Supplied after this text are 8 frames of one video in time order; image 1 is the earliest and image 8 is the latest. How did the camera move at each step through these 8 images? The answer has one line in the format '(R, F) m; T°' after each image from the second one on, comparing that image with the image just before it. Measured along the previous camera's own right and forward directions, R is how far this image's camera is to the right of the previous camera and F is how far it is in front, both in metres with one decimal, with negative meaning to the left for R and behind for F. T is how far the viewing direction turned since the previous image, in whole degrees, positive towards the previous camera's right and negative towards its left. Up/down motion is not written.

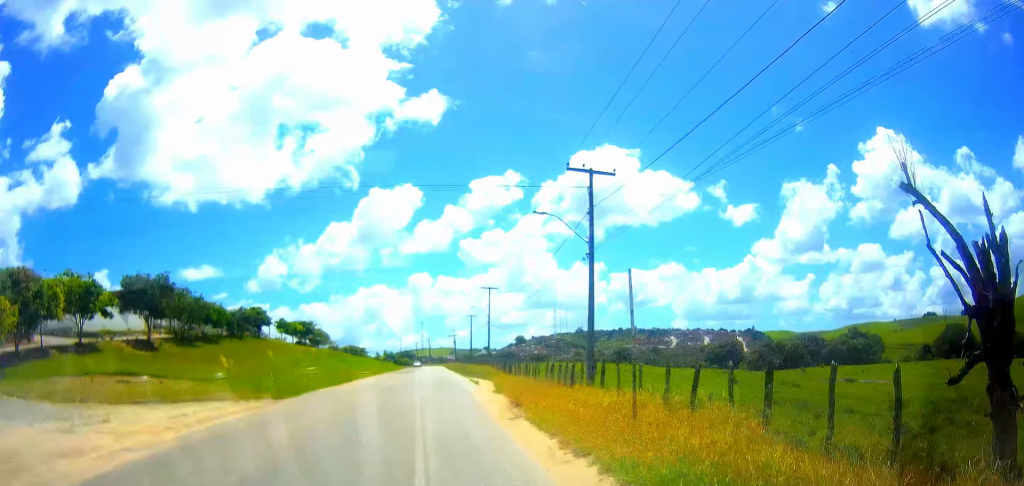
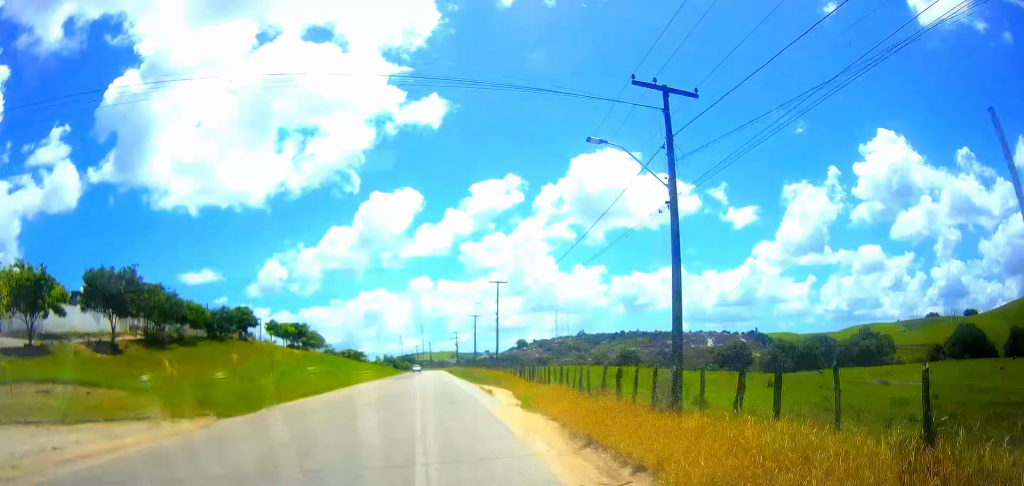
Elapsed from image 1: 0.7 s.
(0.0, +7.9) m; 0°
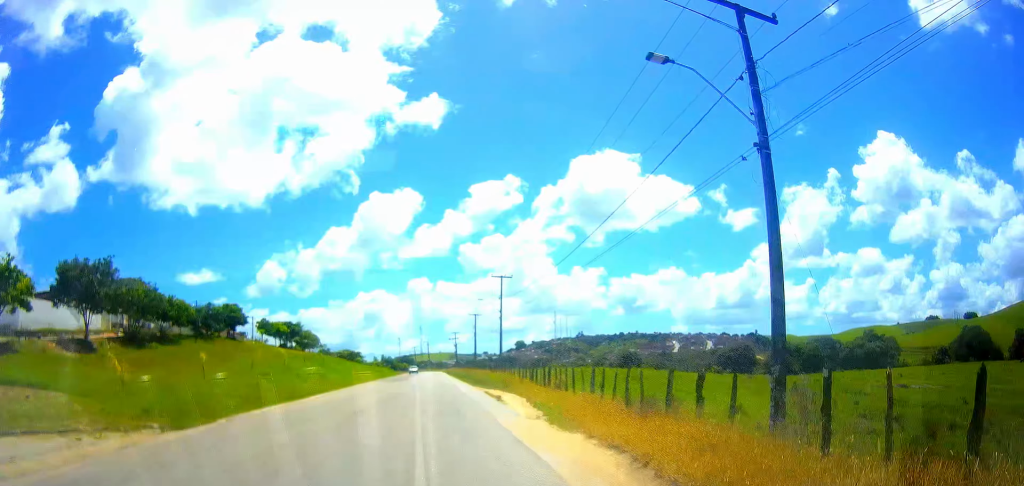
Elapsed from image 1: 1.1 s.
(0.0, +4.6) m; 0°
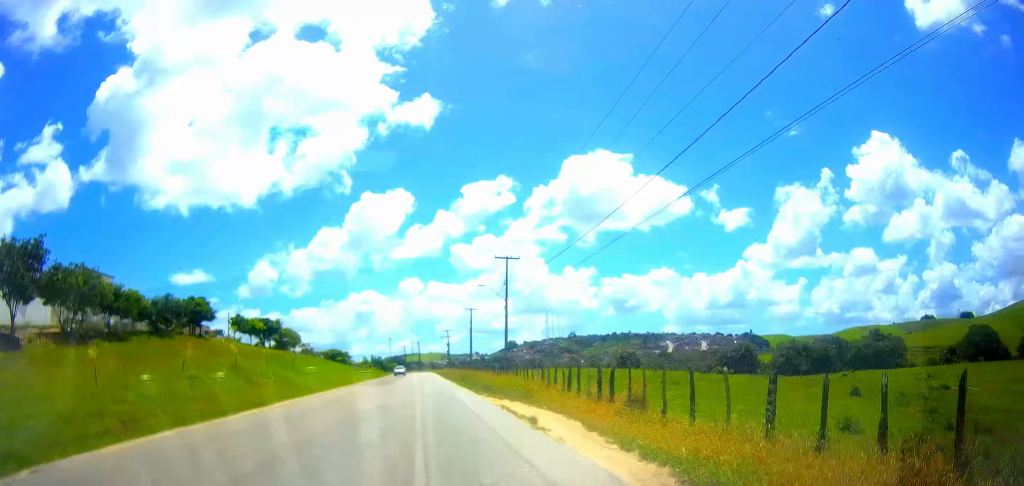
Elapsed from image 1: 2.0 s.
(0.0, +9.9) m; -1°
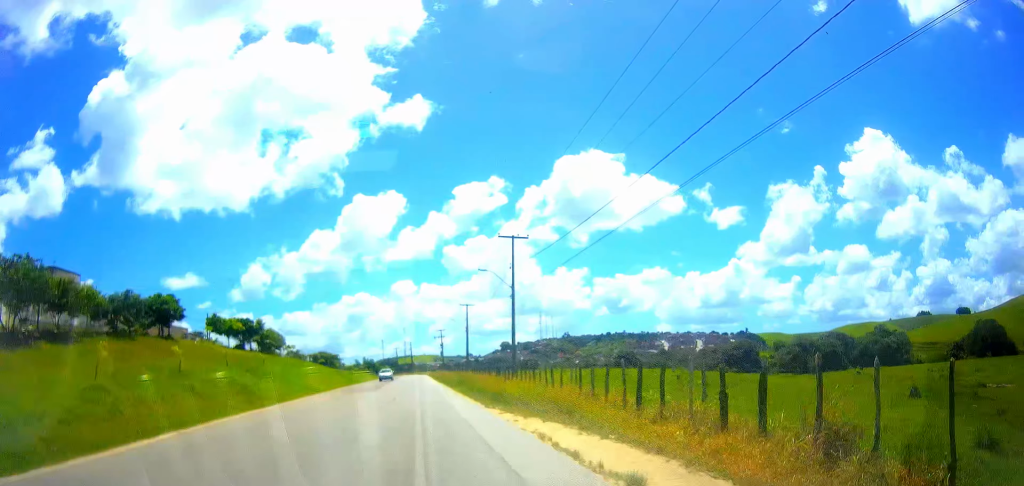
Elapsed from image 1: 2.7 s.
(-0.1, +7.5) m; -1°
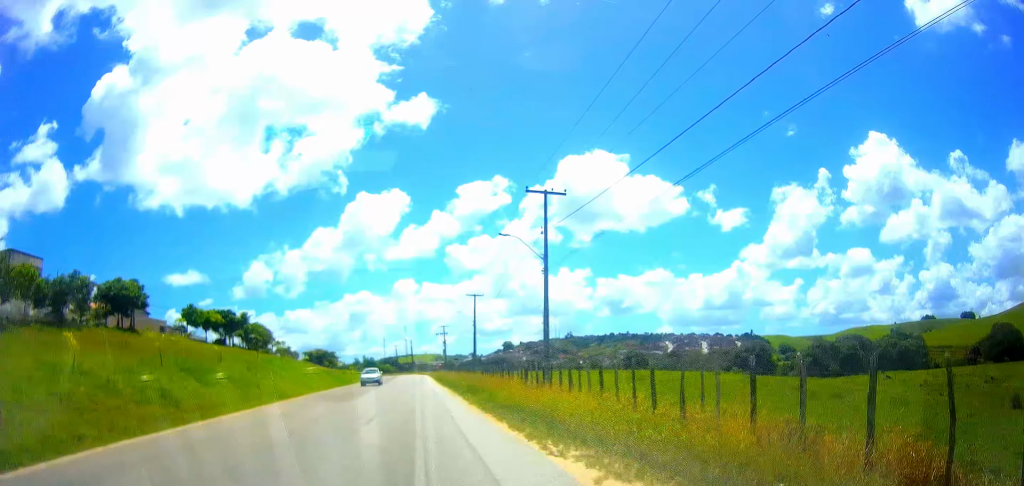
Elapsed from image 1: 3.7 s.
(0.0, +9.6) m; +2°
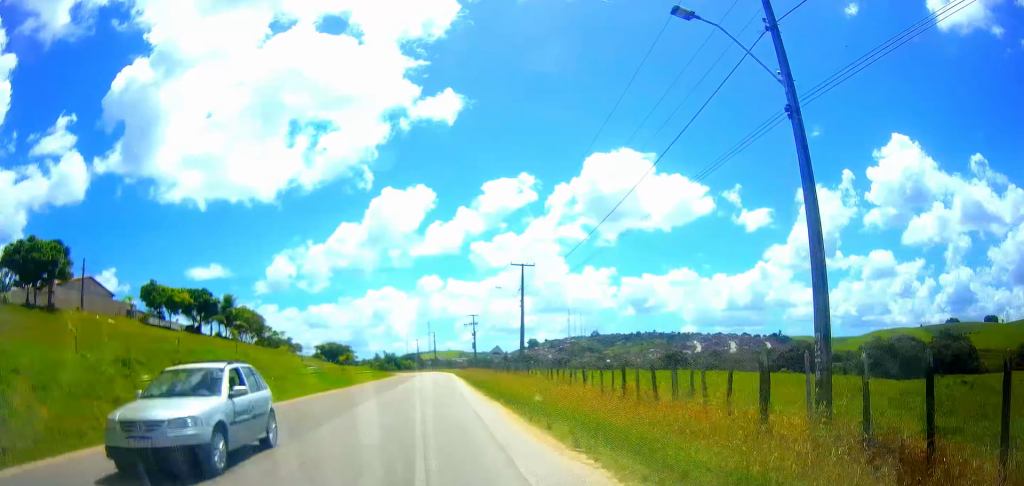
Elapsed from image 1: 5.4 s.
(+0.3, +17.9) m; -1°
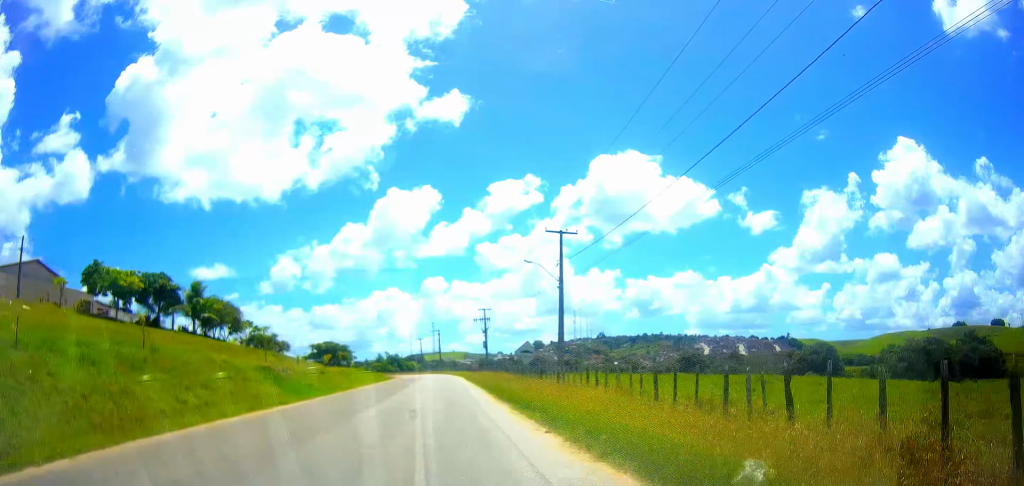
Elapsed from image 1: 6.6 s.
(-0.2, +12.6) m; -1°
